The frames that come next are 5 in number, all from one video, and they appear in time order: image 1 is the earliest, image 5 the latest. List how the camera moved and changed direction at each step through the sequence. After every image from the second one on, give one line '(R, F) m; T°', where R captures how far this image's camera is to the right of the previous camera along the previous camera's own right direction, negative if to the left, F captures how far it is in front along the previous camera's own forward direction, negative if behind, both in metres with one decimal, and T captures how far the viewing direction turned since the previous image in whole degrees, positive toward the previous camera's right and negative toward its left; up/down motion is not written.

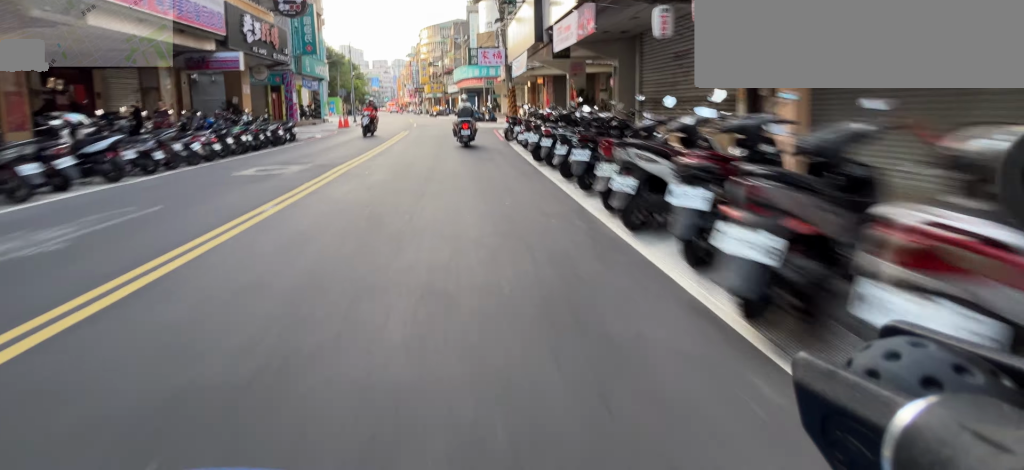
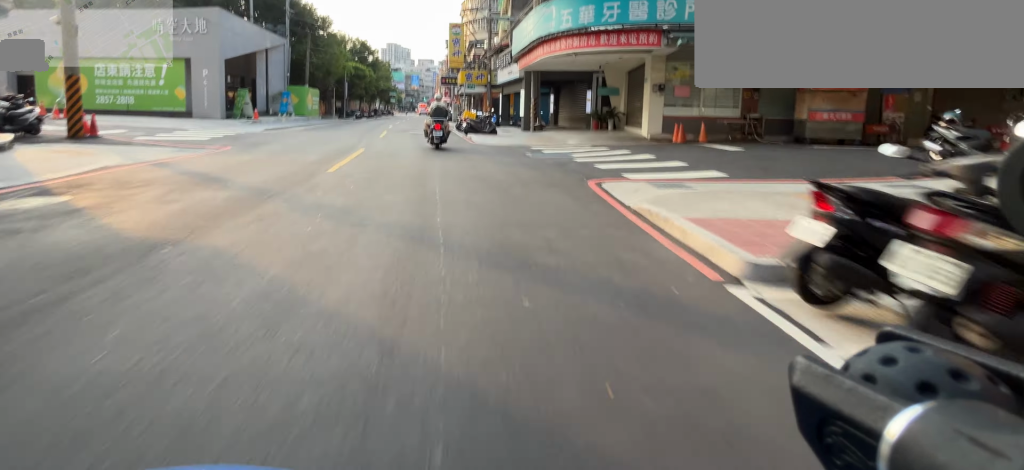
(-0.5, +28.9) m; -4°
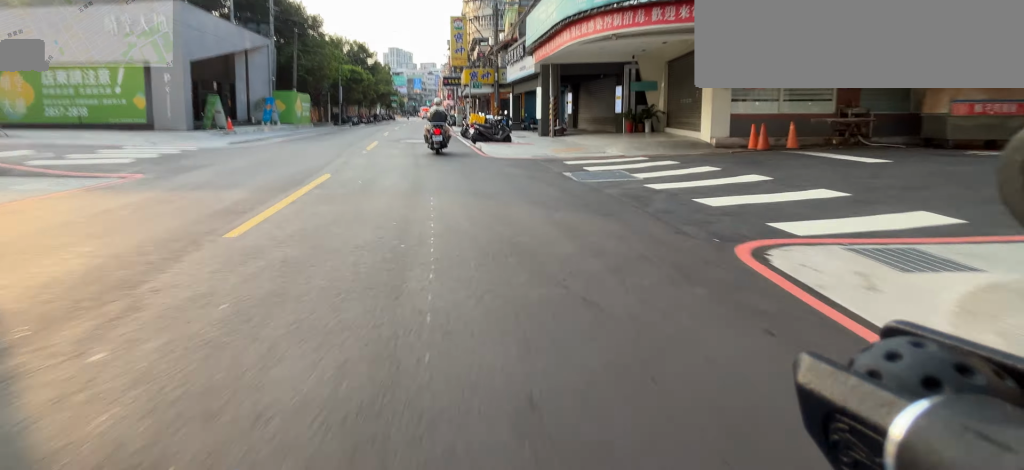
(0.0, +4.0) m; -1°
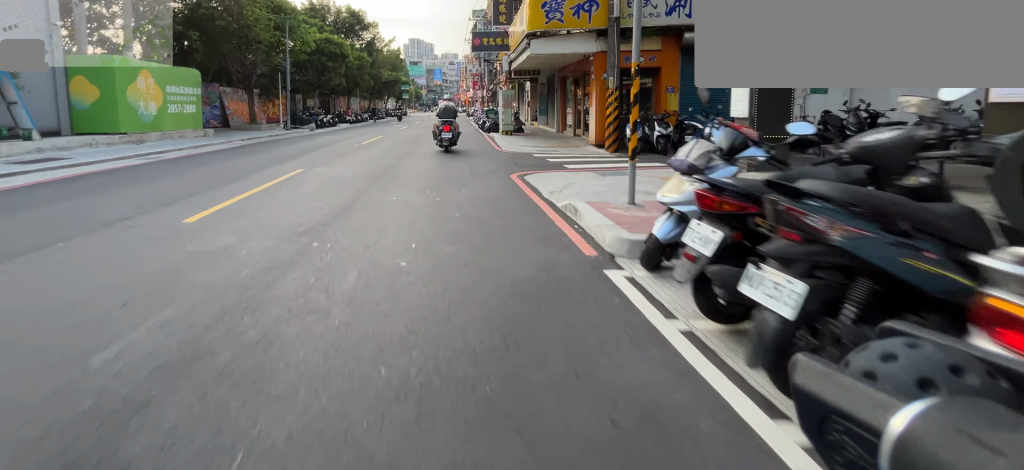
(-1.0, +20.4) m; -4°
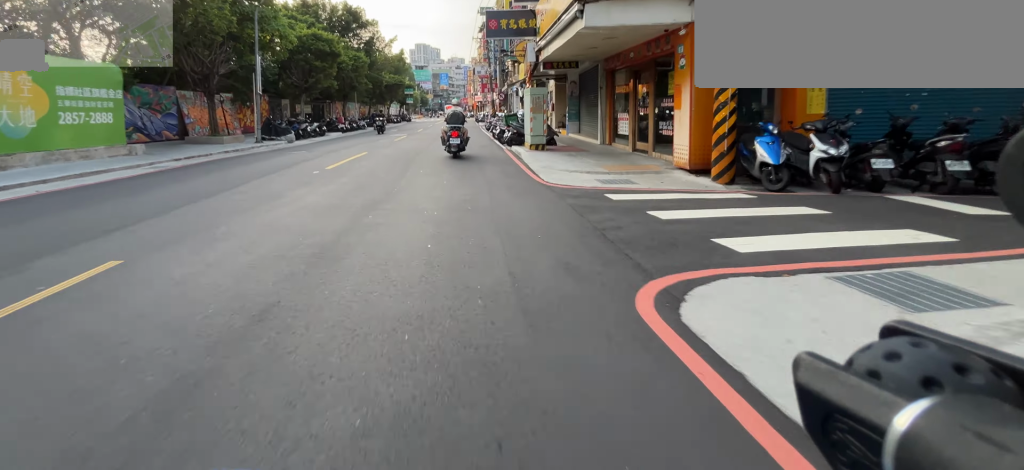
(0.0, +5.0) m; 0°
